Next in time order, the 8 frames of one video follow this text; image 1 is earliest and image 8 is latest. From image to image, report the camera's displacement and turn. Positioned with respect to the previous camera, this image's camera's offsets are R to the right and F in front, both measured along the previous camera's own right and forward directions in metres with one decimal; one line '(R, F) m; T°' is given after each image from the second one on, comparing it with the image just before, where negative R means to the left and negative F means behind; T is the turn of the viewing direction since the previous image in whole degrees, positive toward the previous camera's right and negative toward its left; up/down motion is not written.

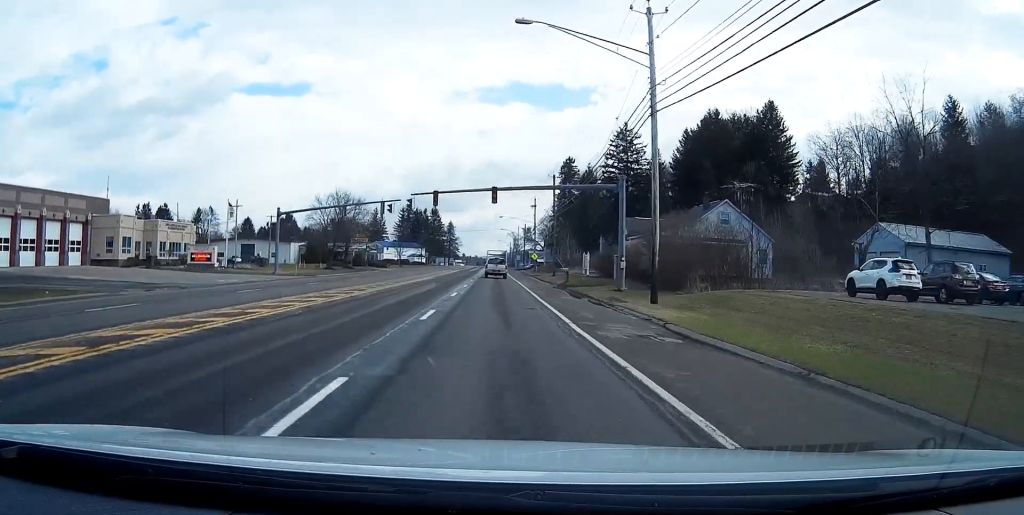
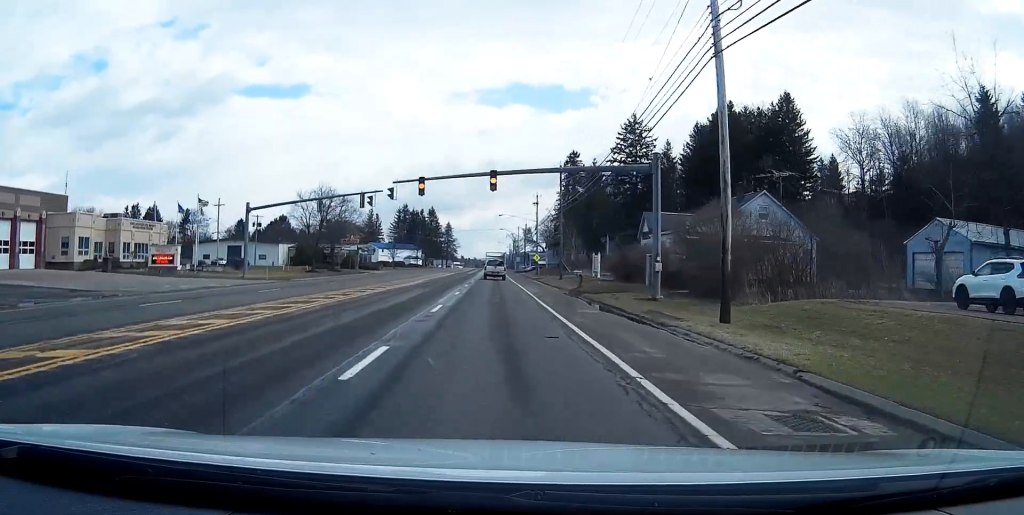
(+0.1, +9.1) m; 0°
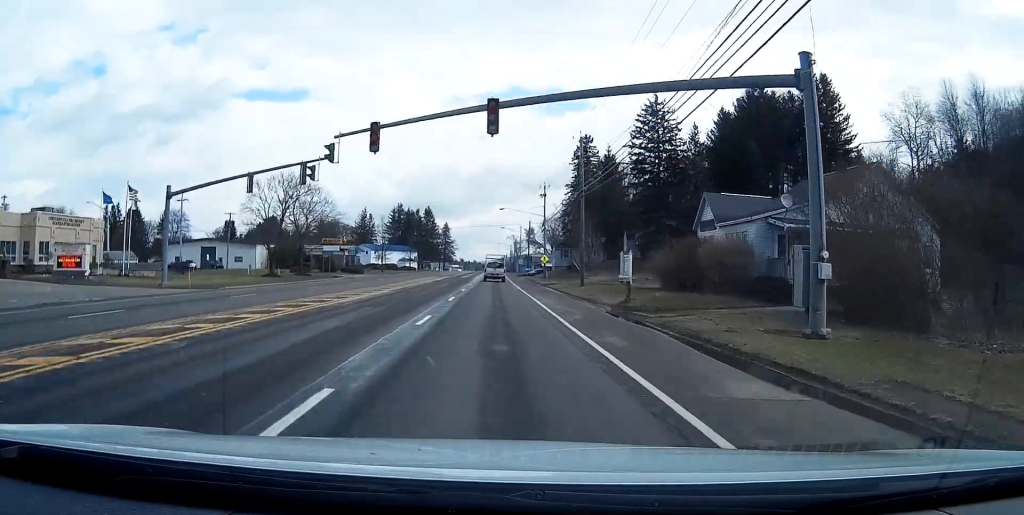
(0.0, +16.5) m; 0°
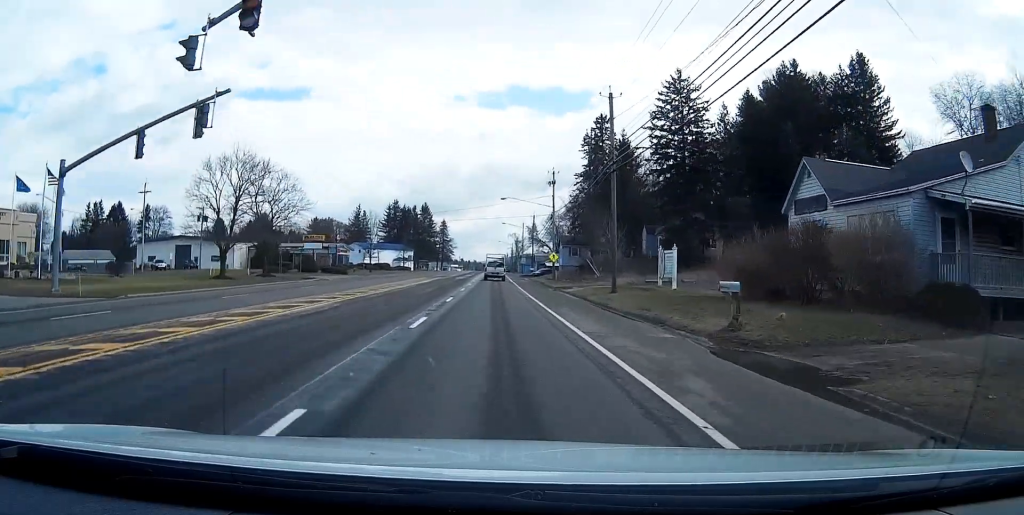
(-0.1, +13.4) m; 0°
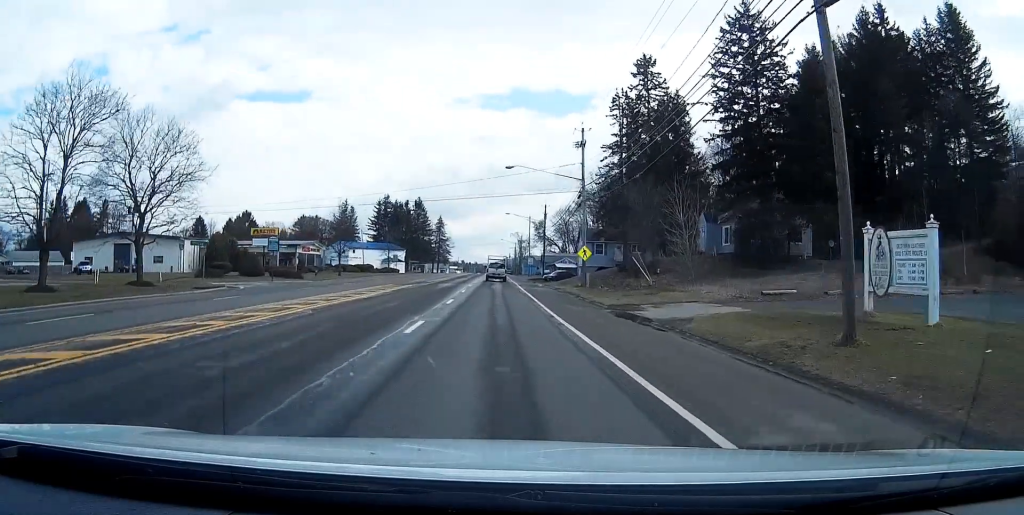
(0.0, +25.6) m; 0°
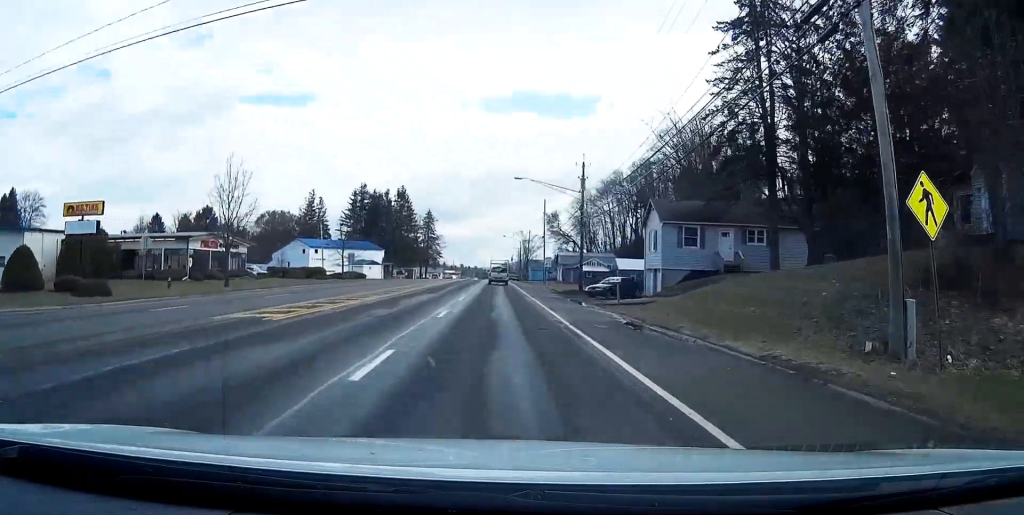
(0.0, +42.3) m; 0°
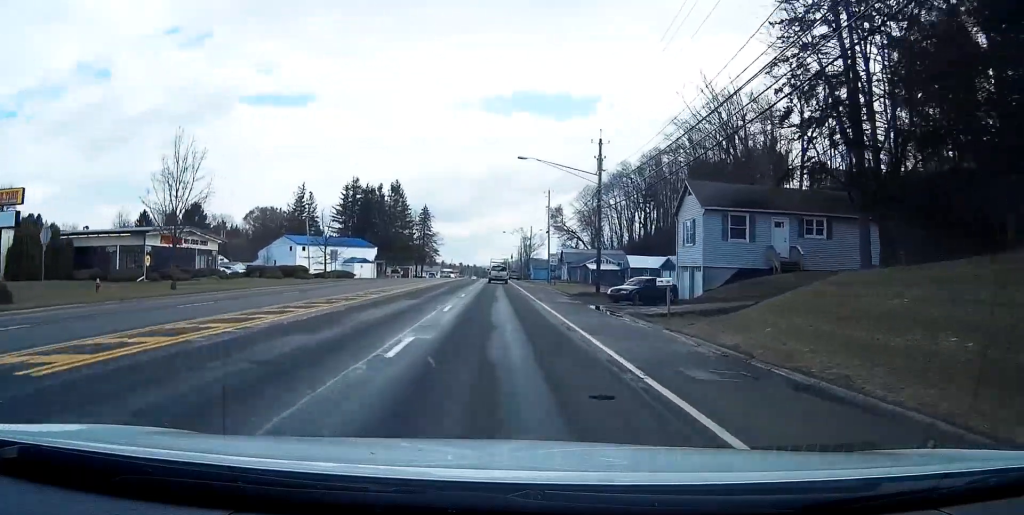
(0.0, +9.8) m; 0°
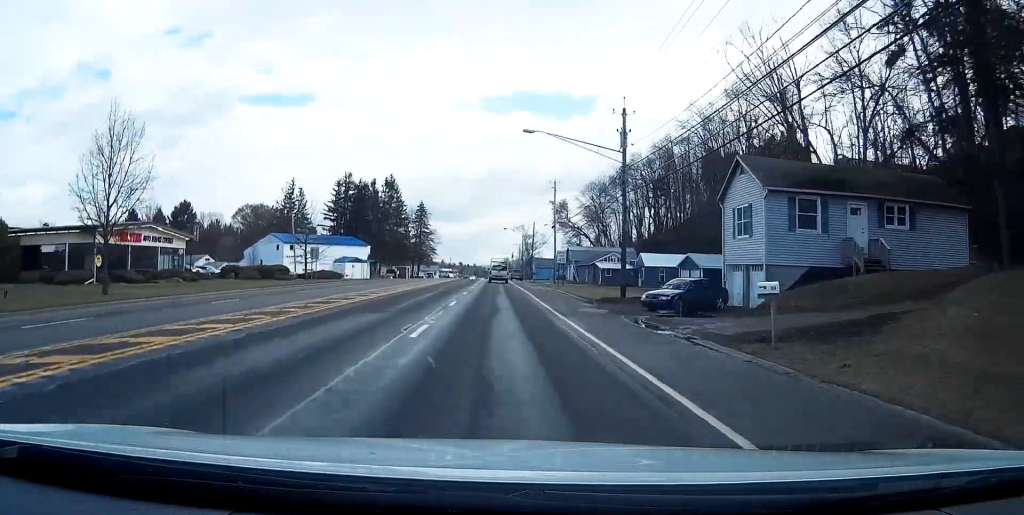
(+0.1, +9.2) m; 0°
